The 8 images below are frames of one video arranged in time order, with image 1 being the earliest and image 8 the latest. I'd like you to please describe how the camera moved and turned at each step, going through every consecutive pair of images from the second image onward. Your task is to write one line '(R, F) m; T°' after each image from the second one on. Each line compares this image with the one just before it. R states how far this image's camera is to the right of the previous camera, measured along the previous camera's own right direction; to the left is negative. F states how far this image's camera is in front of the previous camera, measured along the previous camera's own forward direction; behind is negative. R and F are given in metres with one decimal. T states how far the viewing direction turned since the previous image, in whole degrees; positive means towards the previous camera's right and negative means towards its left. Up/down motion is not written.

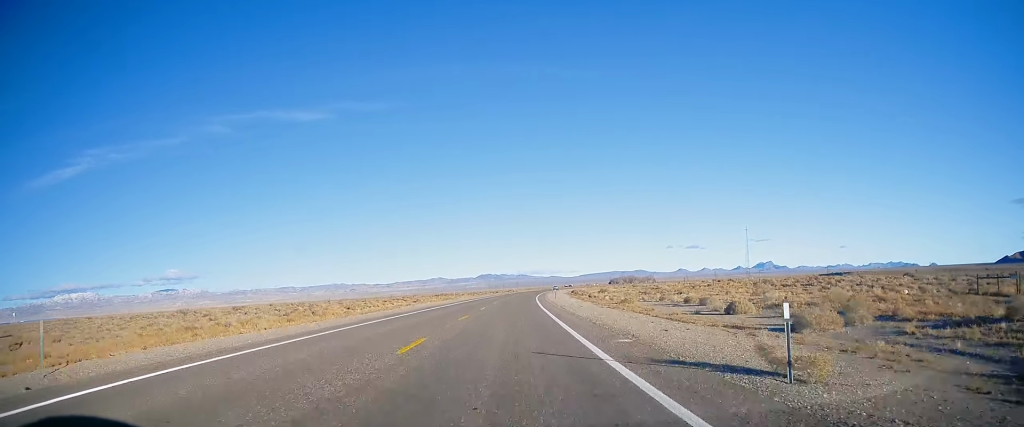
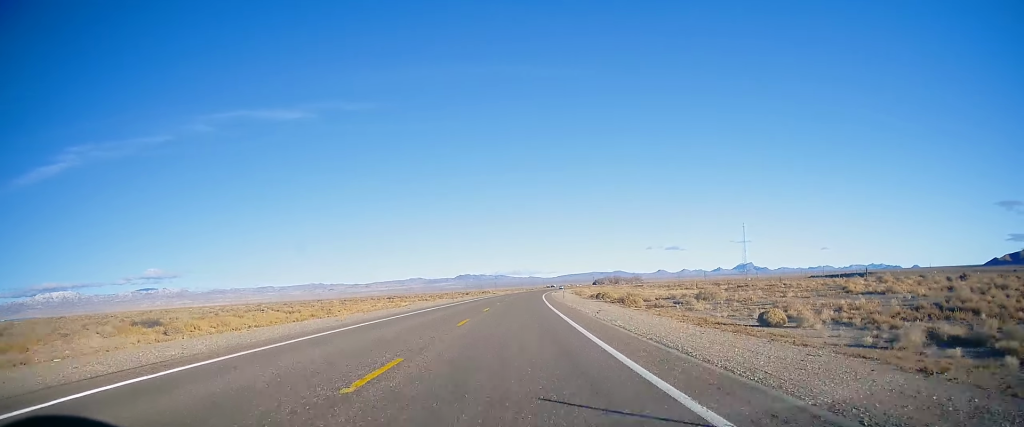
(+1.7, +65.3) m; +3°
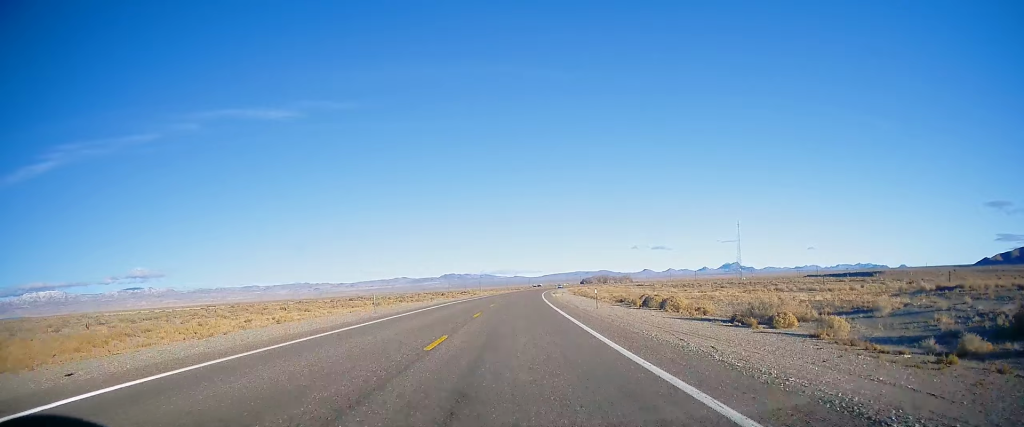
(+0.5, +31.9) m; +1°
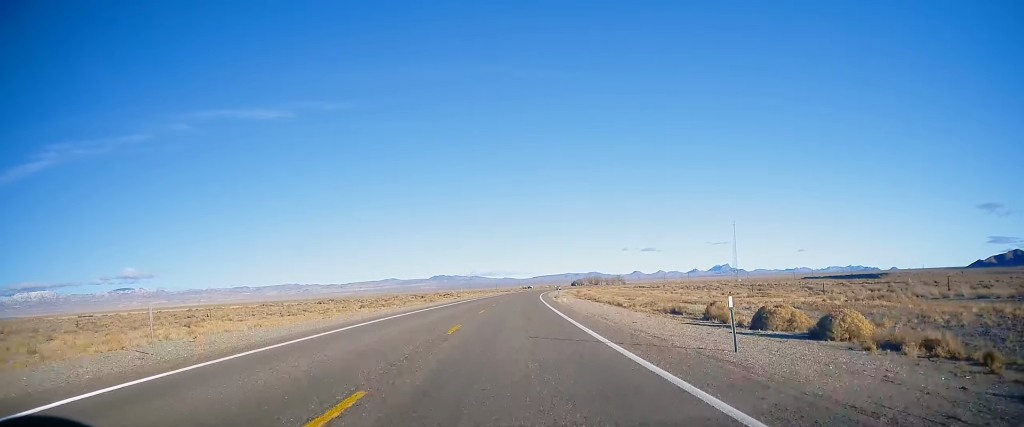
(+0.2, +20.2) m; 0°
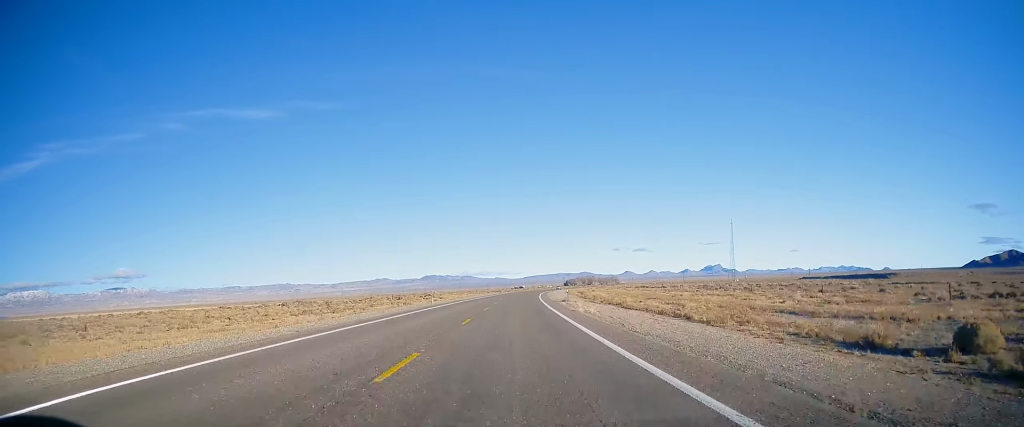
(-0.2, +19.9) m; +1°
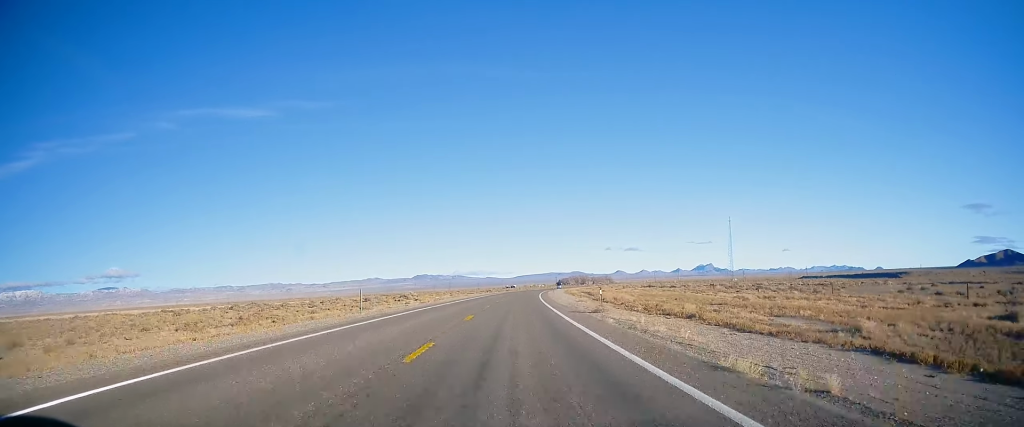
(+0.2, +22.2) m; +1°
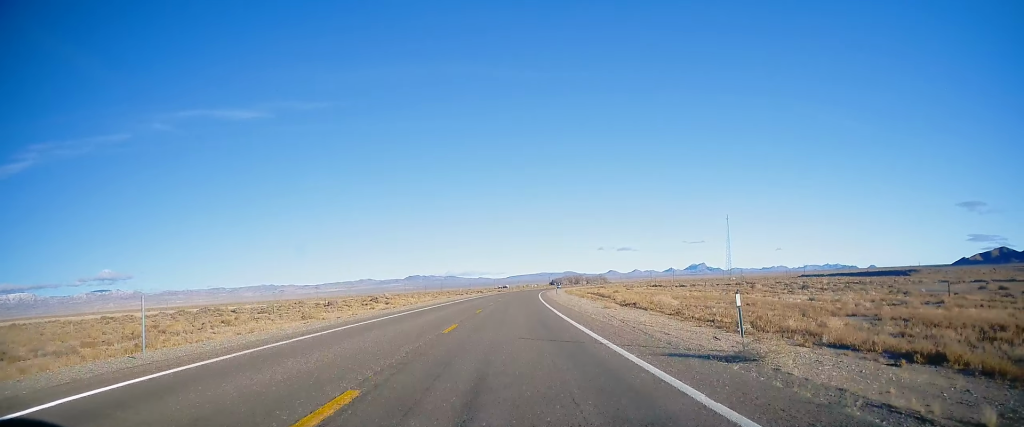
(+0.3, +18.0) m; +1°
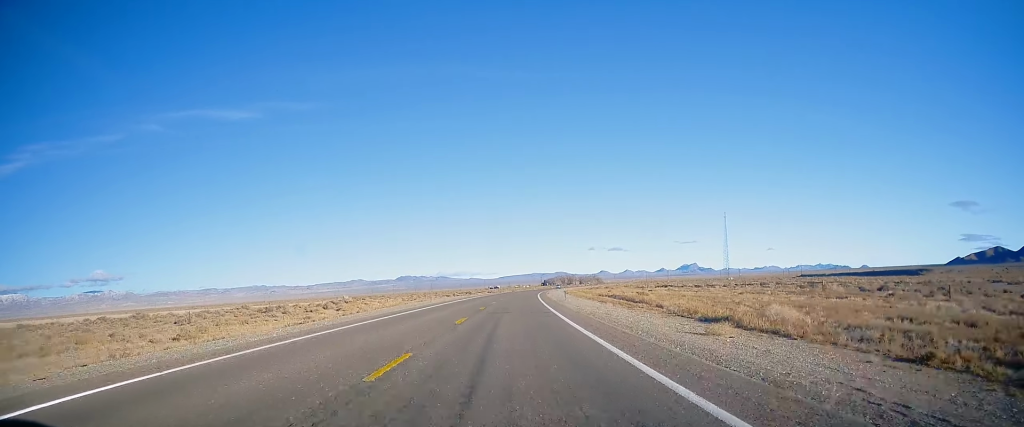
(0.0, +20.2) m; +1°
